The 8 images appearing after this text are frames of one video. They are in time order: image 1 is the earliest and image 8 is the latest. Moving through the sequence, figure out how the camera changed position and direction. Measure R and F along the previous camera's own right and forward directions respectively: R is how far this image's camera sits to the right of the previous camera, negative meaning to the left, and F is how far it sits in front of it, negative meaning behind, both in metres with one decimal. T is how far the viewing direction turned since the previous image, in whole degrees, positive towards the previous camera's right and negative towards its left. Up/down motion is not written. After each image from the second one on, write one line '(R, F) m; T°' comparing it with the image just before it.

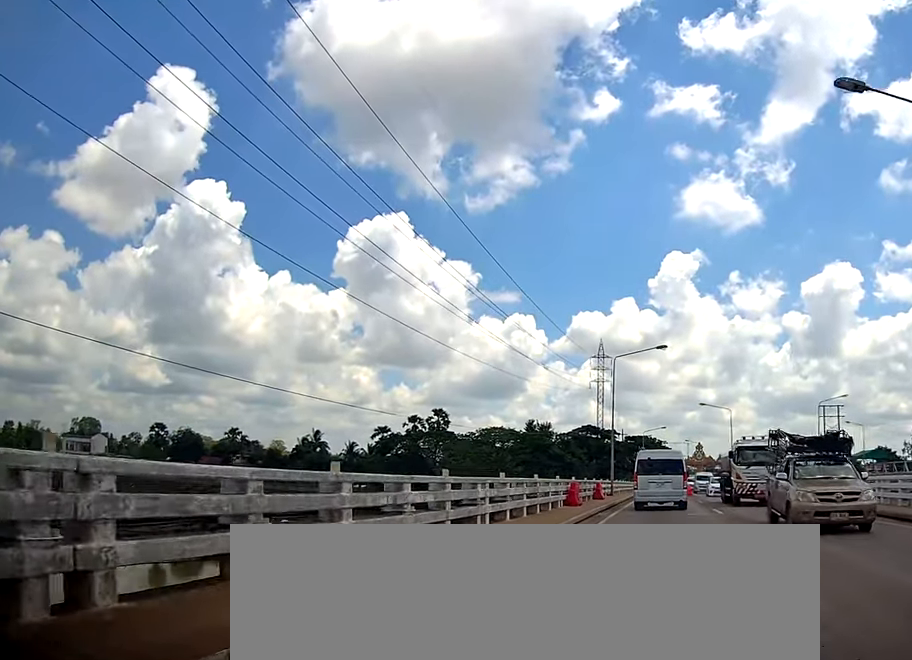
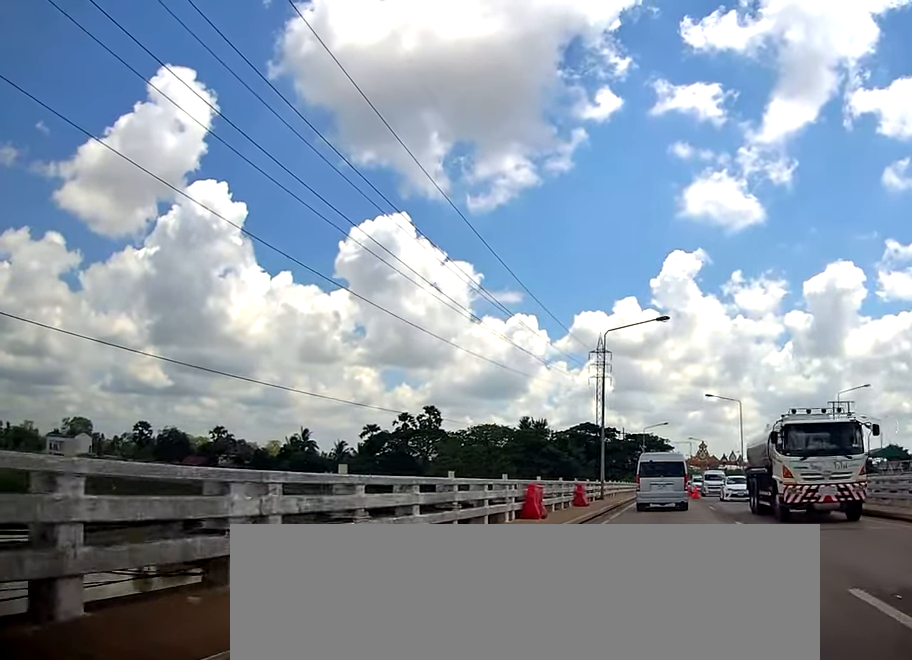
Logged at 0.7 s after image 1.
(0.0, +7.6) m; 0°
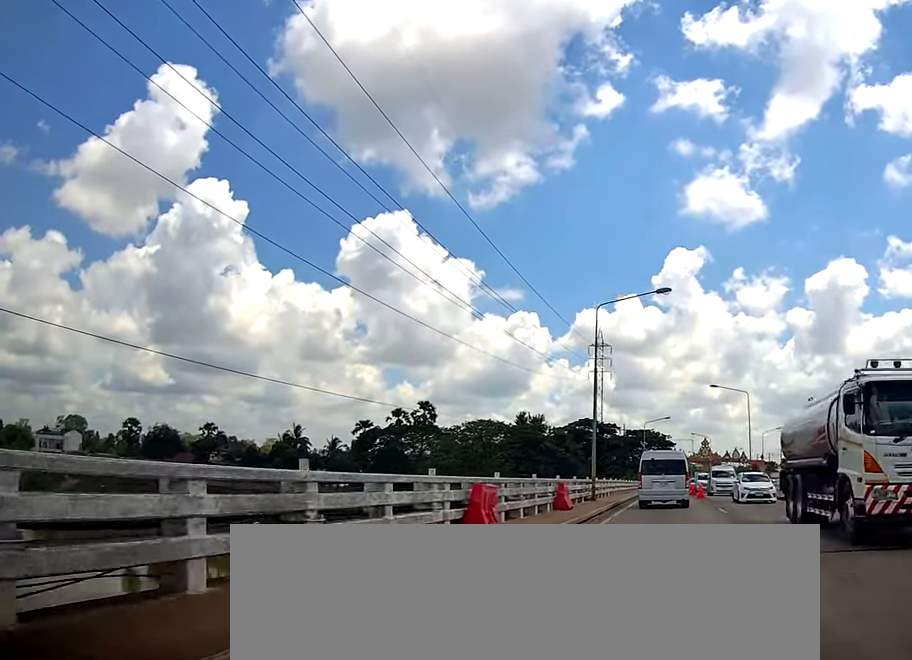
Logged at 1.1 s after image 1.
(0.0, +4.9) m; 0°
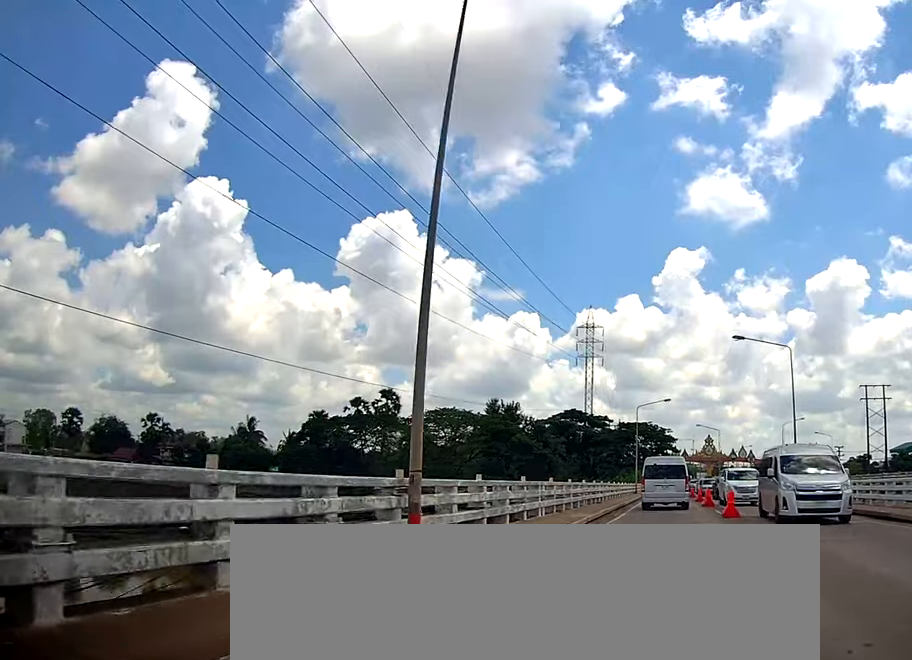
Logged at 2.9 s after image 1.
(0.0, +21.2) m; 0°
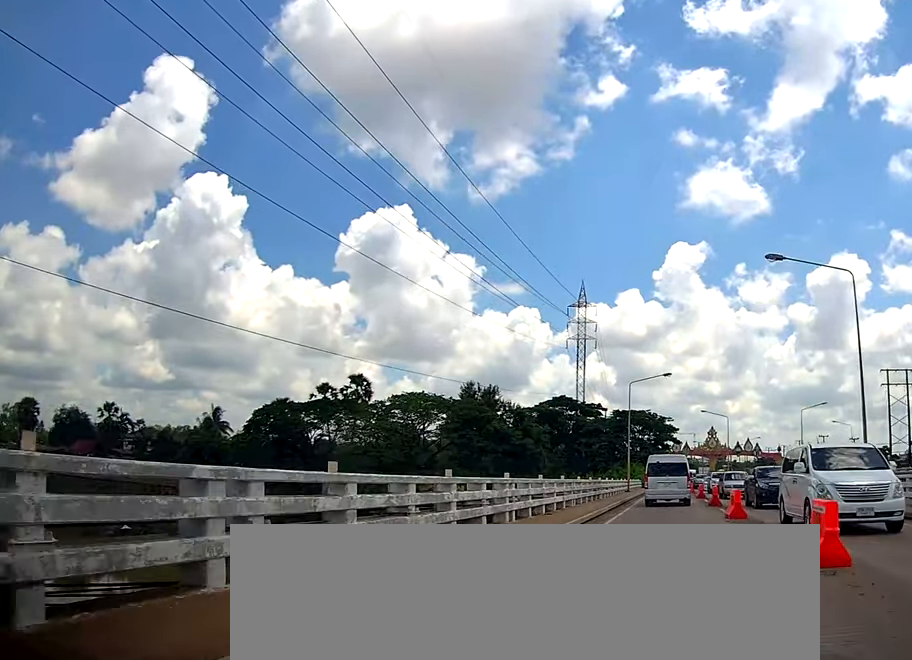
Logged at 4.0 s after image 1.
(0.0, +13.6) m; 0°
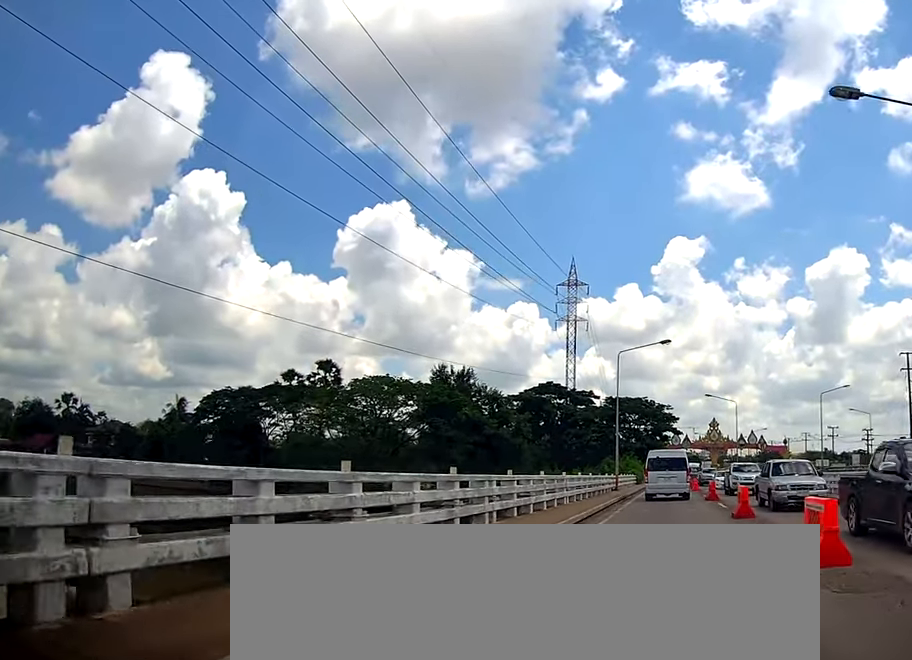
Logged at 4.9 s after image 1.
(0.0, +11.5) m; 0°
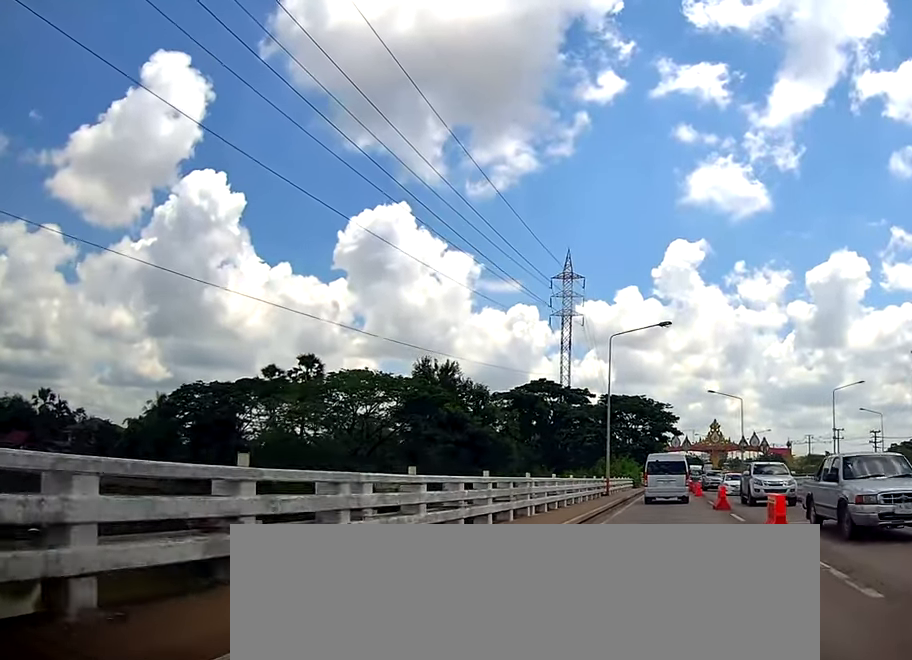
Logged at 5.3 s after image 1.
(0.0, +5.9) m; 0°
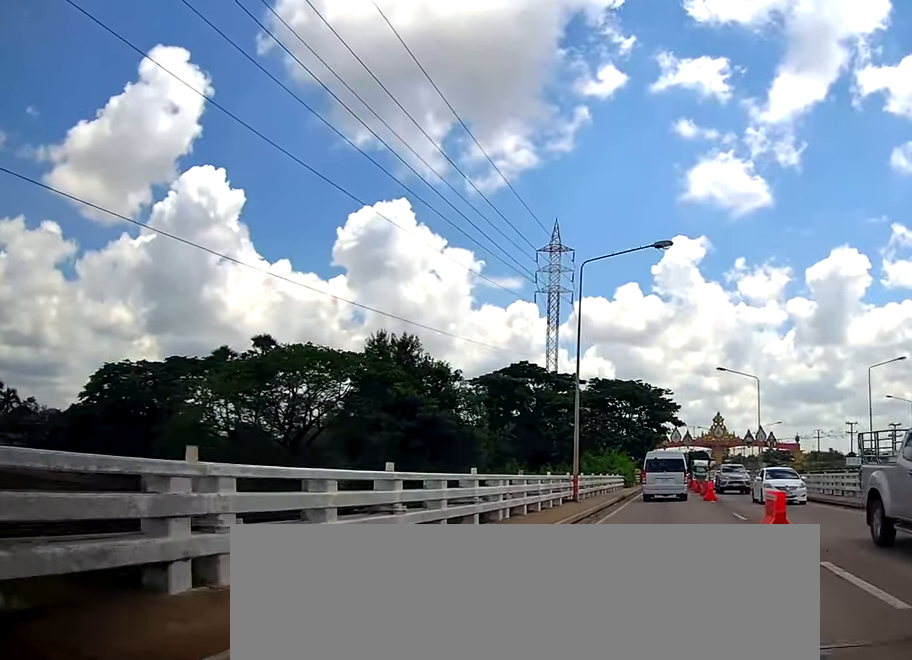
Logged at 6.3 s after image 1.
(0.0, +12.7) m; 0°
